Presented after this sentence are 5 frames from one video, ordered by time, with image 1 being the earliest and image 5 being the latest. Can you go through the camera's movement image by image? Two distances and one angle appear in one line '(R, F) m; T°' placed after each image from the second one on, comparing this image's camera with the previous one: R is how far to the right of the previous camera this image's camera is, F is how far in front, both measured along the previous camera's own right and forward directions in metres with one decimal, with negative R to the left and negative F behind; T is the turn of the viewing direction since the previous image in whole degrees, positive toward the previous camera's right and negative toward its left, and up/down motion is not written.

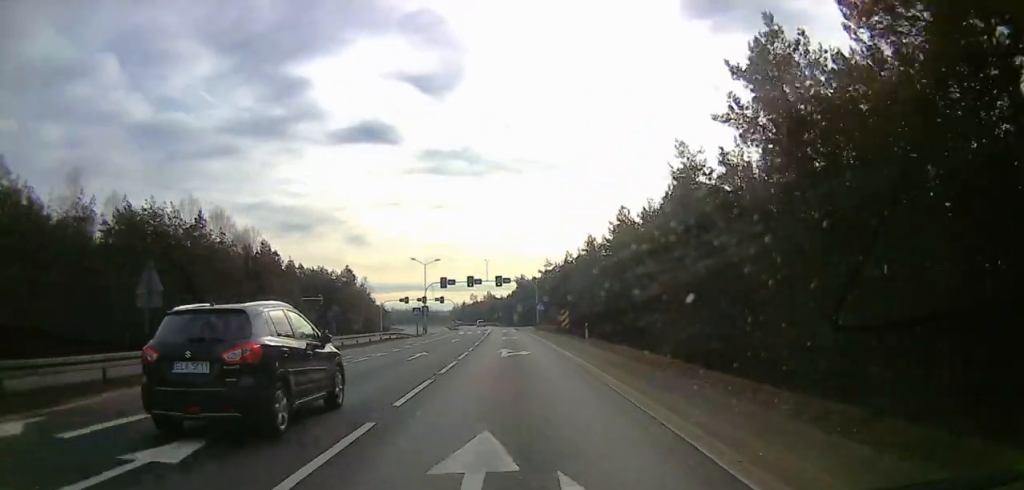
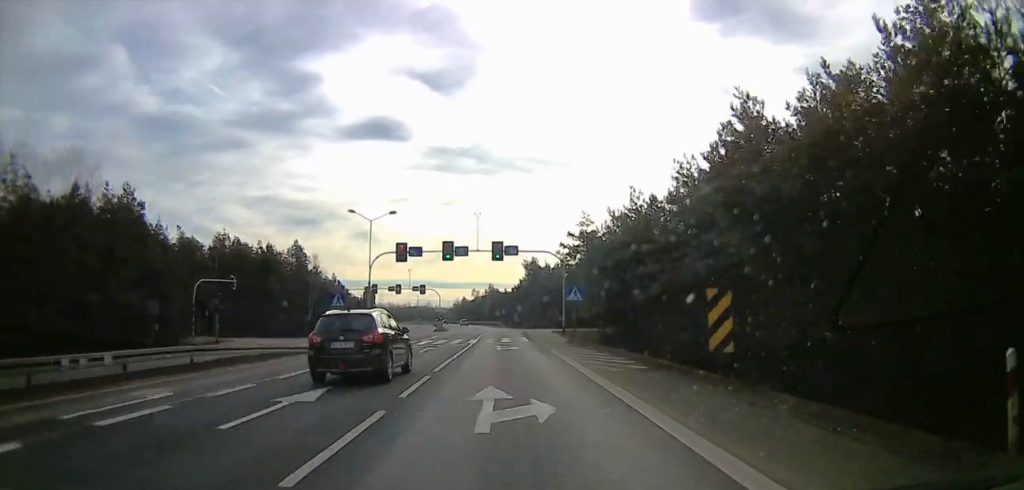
(-2.0, +35.9) m; -3°
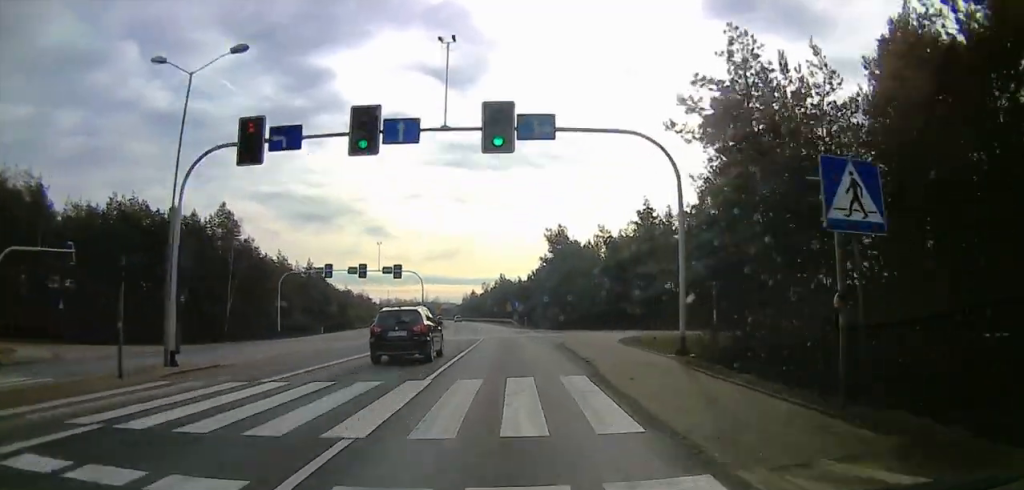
(+0.4, +30.6) m; 0°
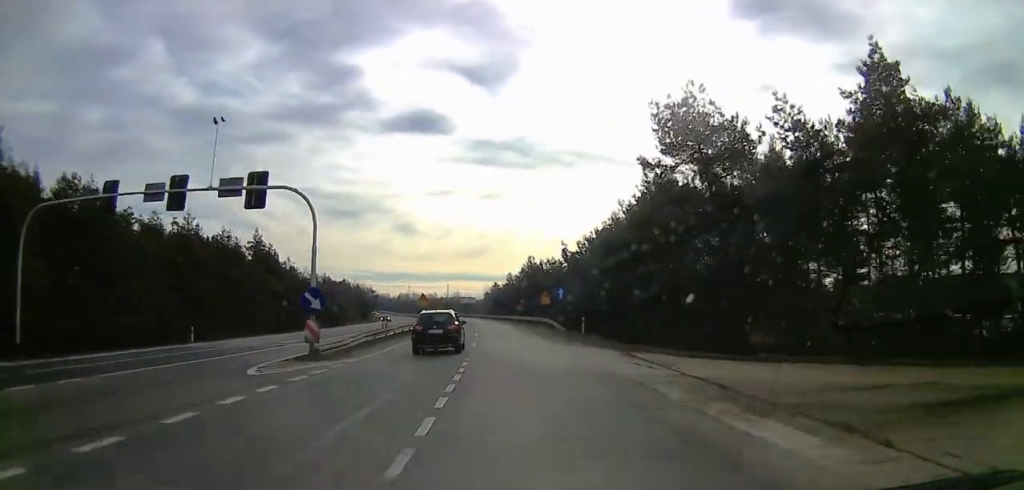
(-0.9, +41.3) m; -4°
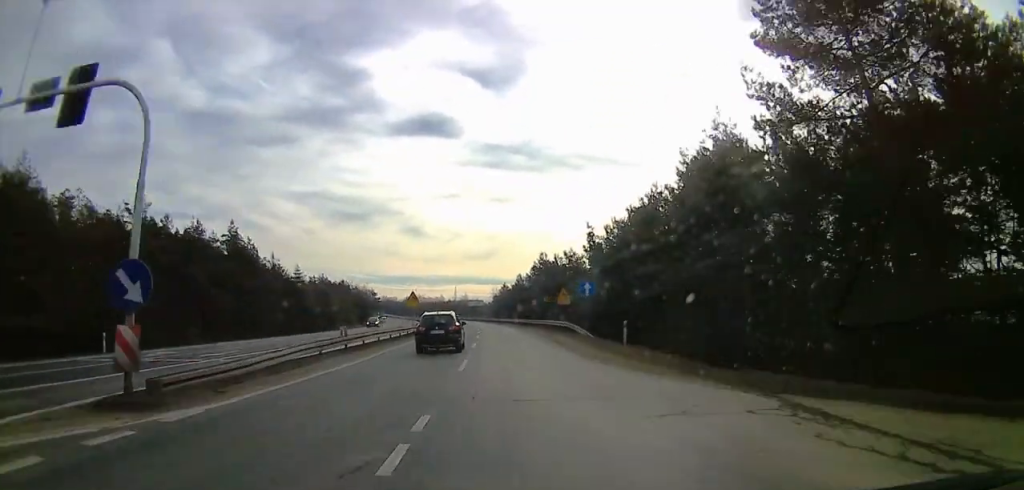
(-0.8, +11.8) m; -1°
